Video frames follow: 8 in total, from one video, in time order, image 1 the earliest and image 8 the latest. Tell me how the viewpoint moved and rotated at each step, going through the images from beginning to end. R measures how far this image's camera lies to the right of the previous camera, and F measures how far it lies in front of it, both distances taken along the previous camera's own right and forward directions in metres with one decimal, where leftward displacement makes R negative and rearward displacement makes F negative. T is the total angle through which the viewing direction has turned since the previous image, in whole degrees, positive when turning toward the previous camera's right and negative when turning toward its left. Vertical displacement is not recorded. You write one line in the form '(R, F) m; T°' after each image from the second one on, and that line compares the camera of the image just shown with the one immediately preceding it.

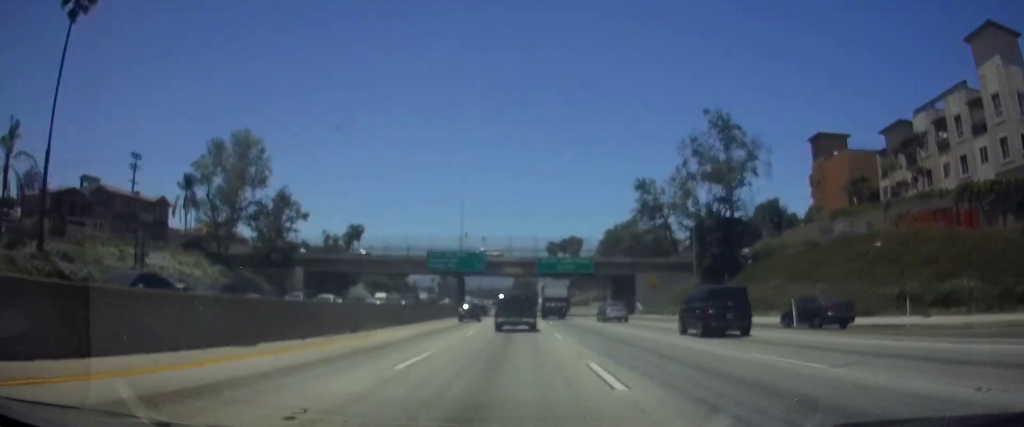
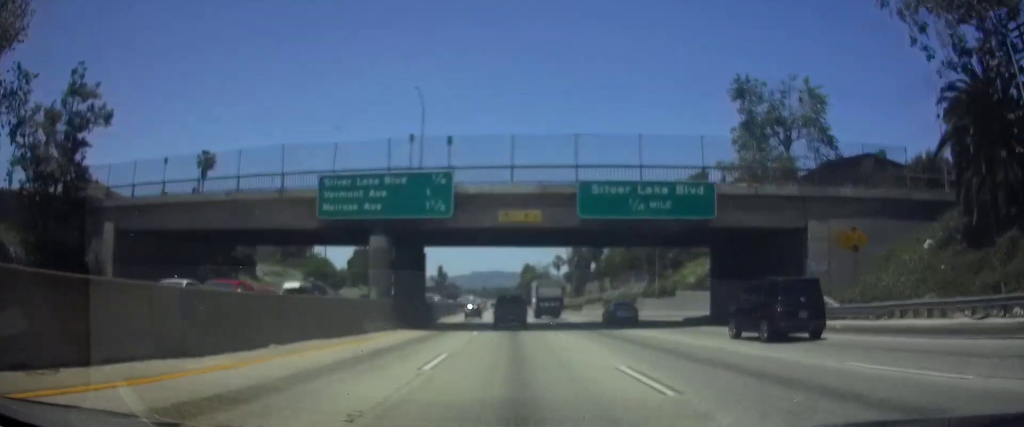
(-0.4, +44.3) m; -1°
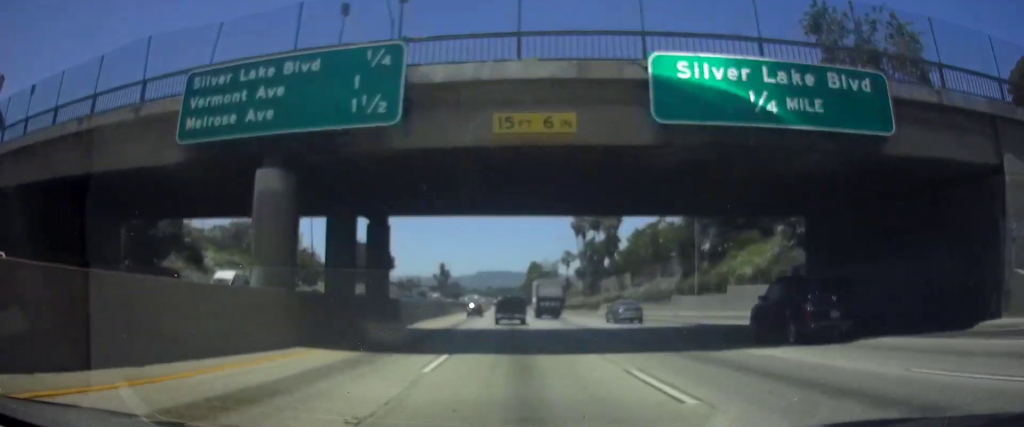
(0.0, +15.4) m; 0°
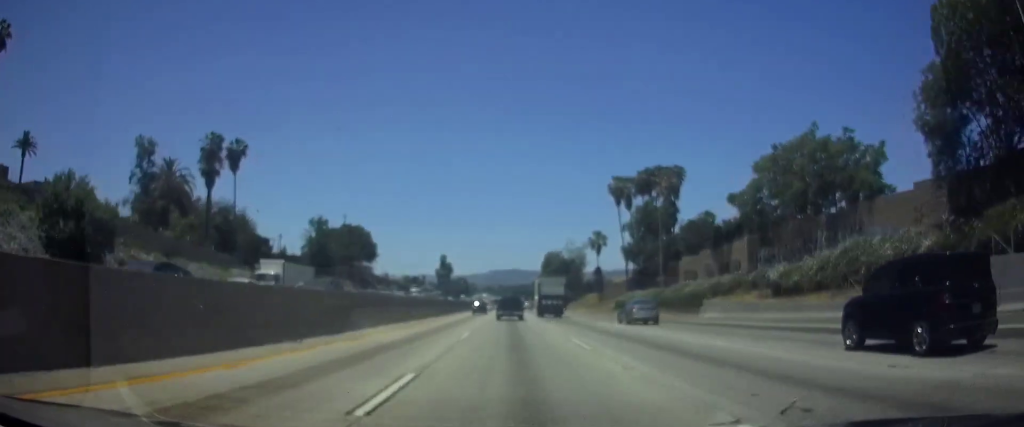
(-0.9, +48.8) m; -2°
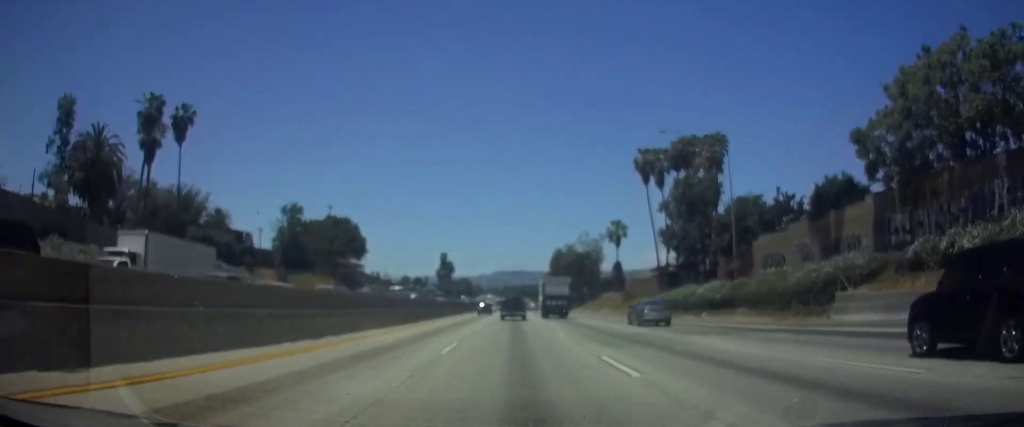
(0.0, +20.6) m; 0°
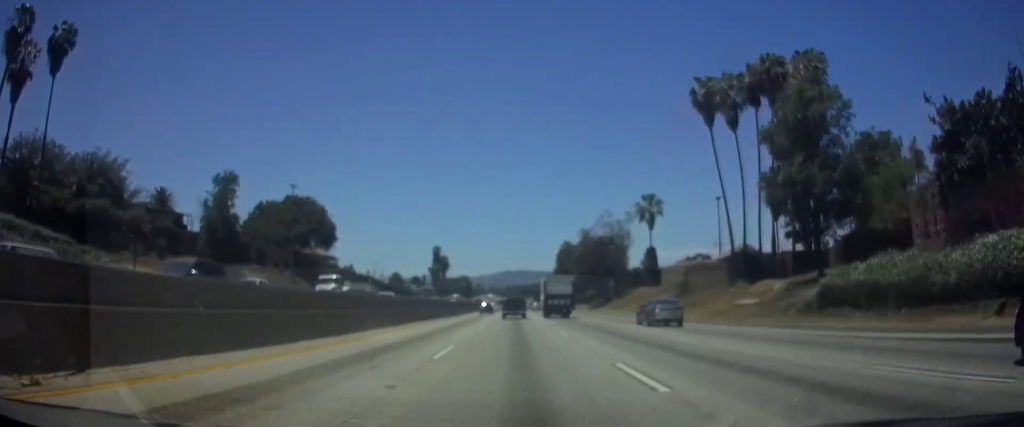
(0.0, +31.1) m; 0°
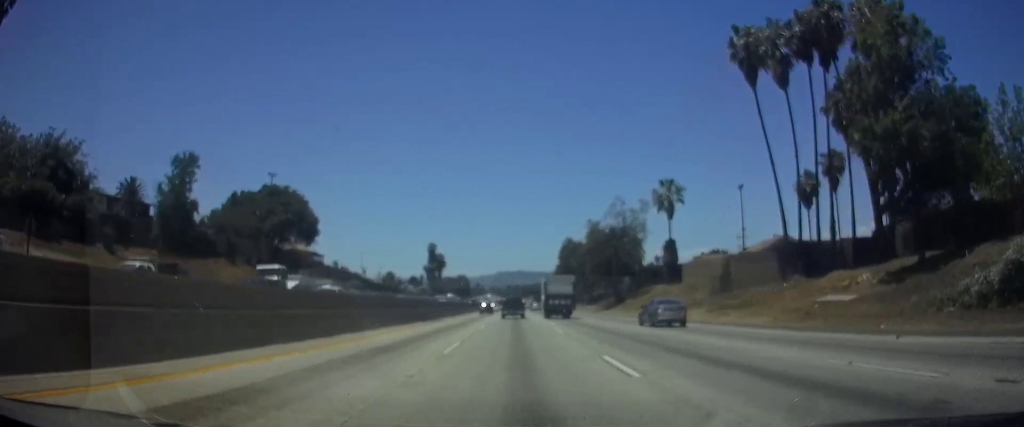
(0.0, +13.0) m; 0°
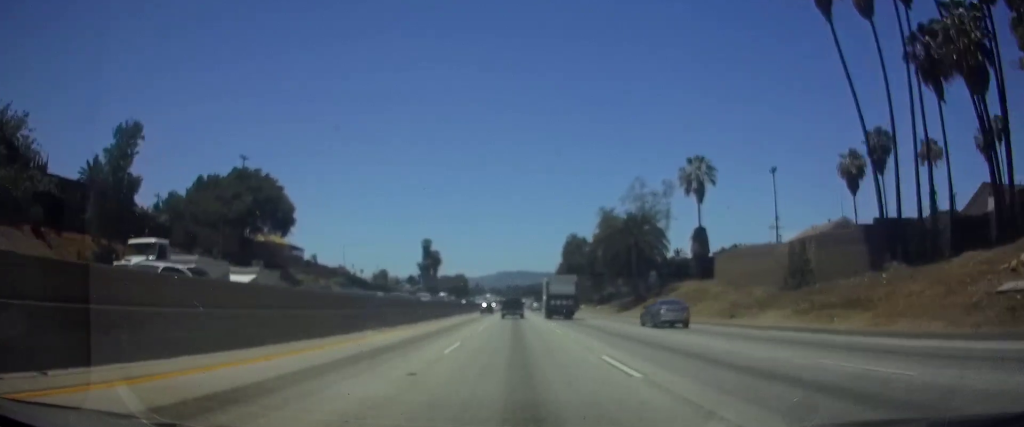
(0.0, +14.8) m; 0°
